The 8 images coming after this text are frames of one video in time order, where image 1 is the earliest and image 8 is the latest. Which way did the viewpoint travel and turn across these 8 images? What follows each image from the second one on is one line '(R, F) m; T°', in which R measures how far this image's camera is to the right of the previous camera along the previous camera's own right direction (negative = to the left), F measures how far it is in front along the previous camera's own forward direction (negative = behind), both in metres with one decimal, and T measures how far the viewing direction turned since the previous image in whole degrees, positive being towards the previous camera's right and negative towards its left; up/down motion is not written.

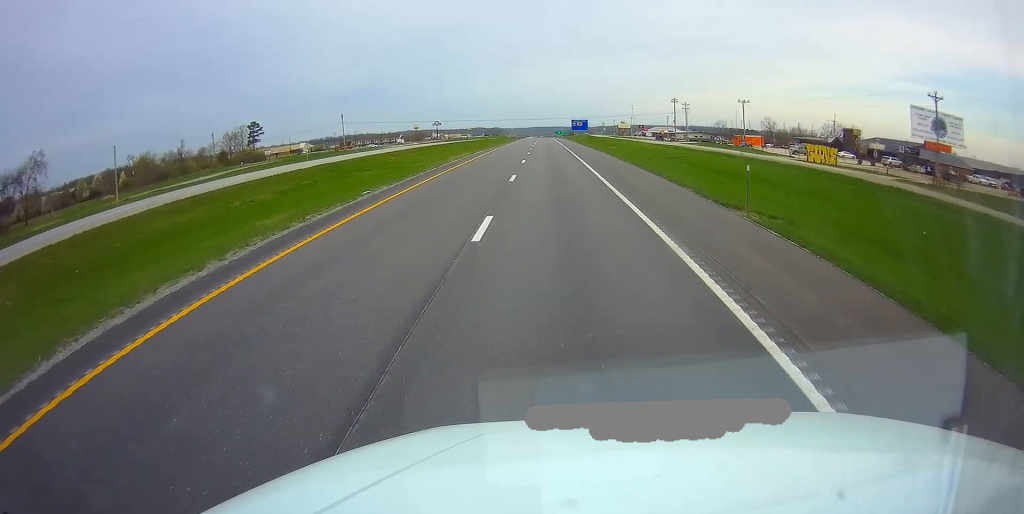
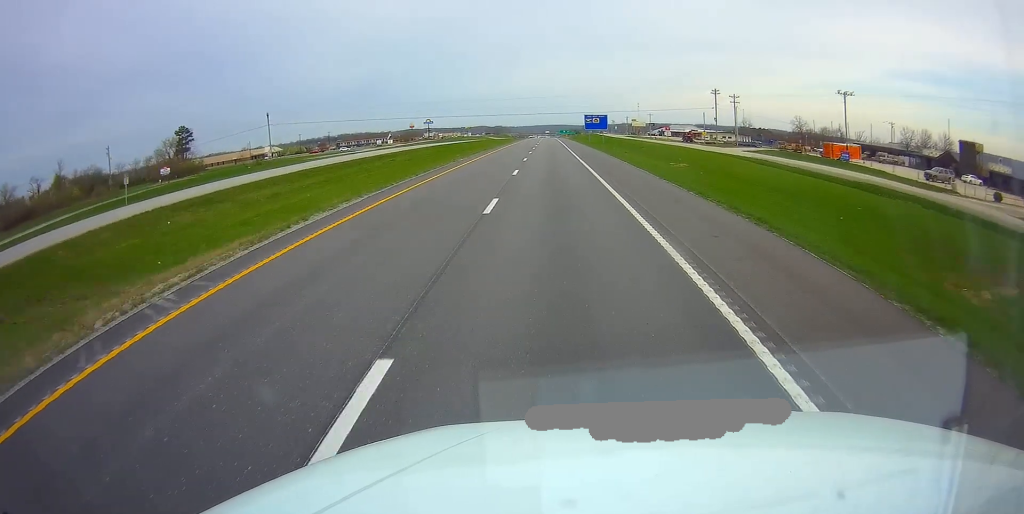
(+0.1, +44.8) m; 0°
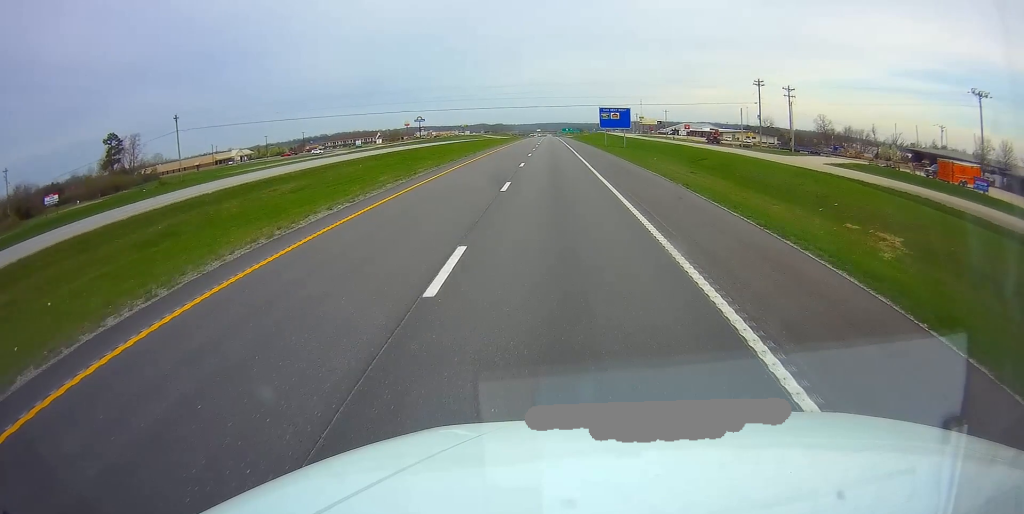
(0.0, +31.3) m; 0°
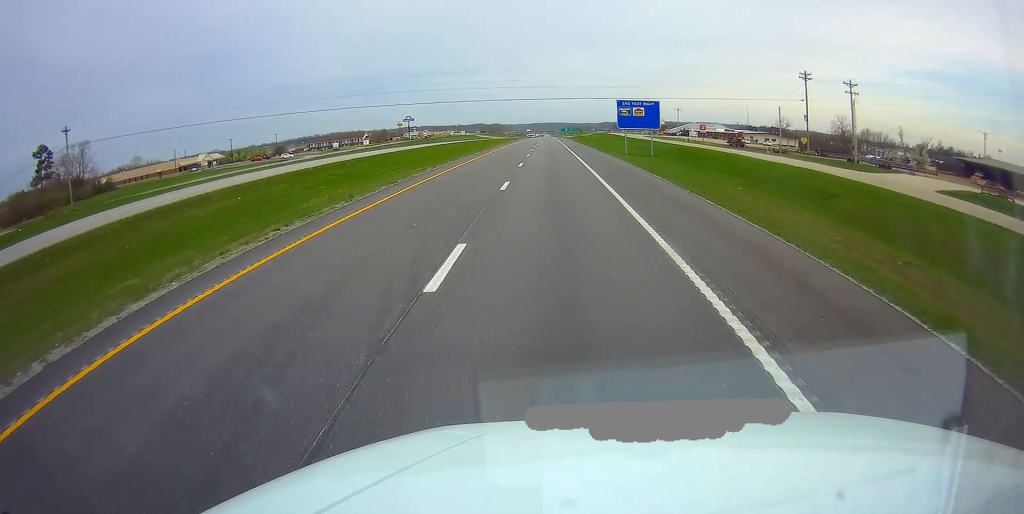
(0.0, +24.0) m; 0°
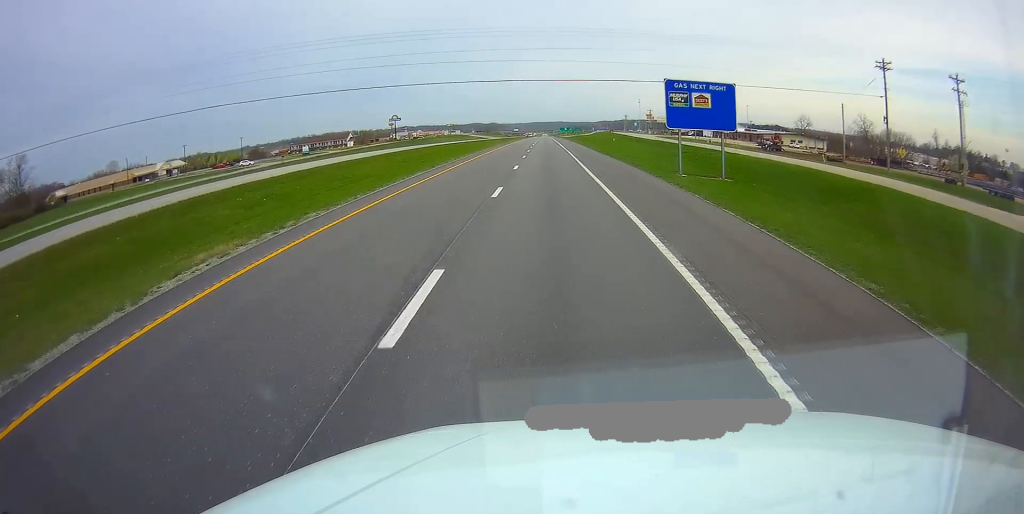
(0.0, +26.1) m; 0°
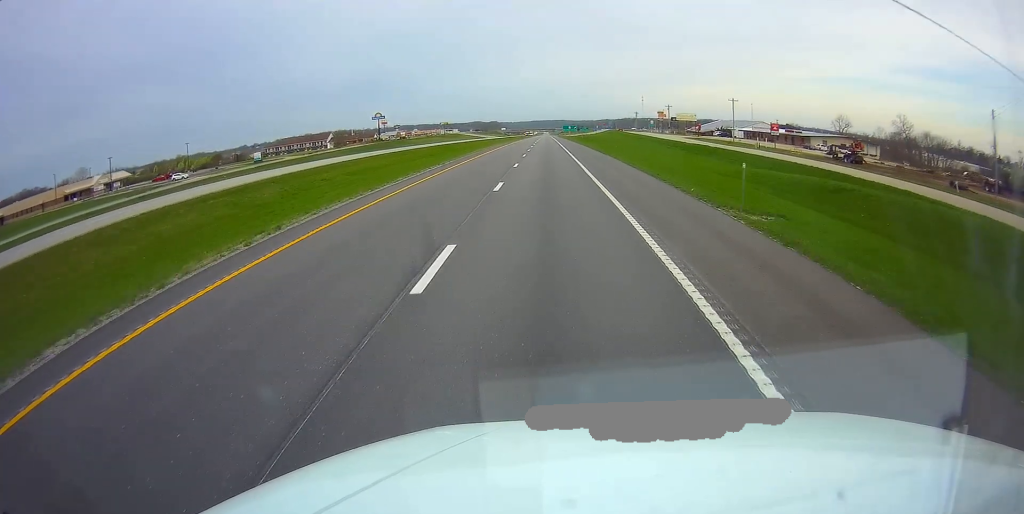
(0.0, +34.4) m; 0°
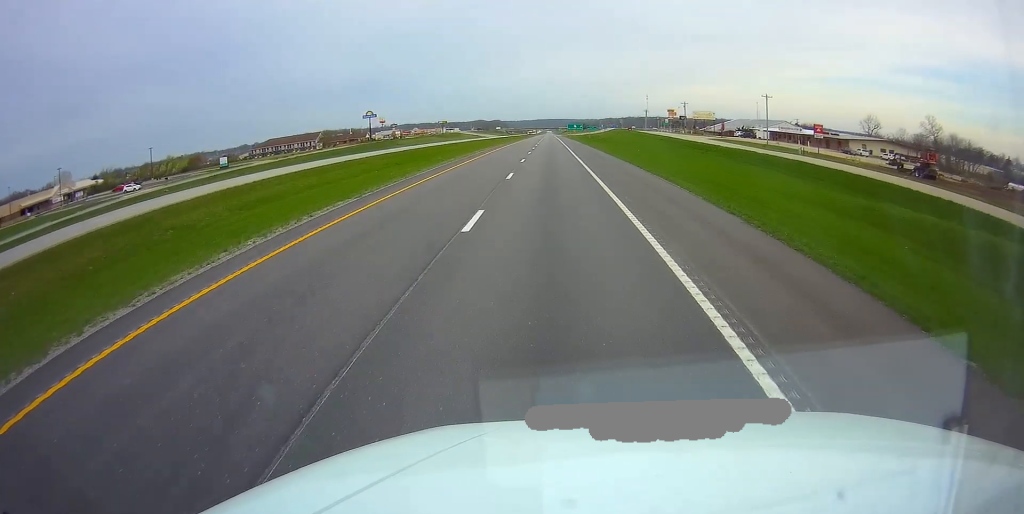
(0.0, +19.8) m; 0°
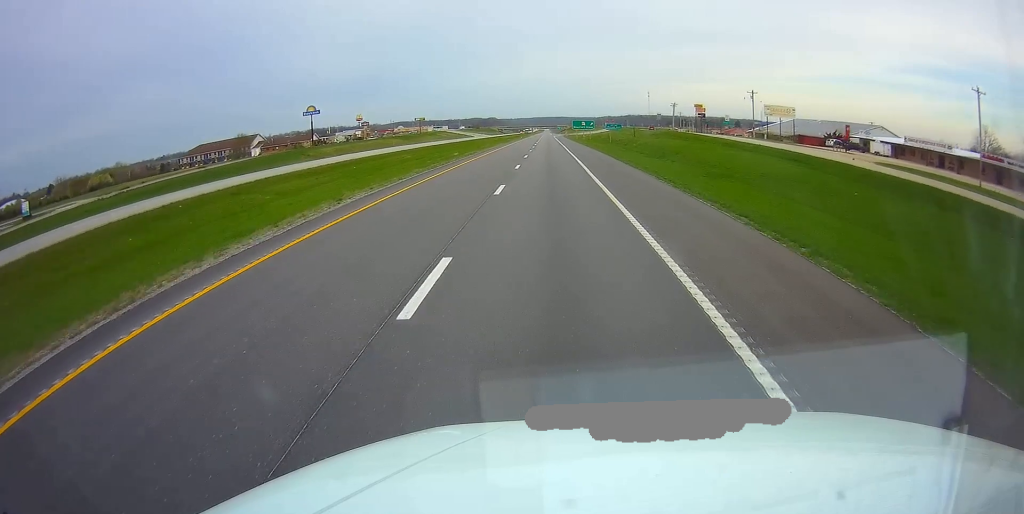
(-0.1, +65.8) m; 0°
